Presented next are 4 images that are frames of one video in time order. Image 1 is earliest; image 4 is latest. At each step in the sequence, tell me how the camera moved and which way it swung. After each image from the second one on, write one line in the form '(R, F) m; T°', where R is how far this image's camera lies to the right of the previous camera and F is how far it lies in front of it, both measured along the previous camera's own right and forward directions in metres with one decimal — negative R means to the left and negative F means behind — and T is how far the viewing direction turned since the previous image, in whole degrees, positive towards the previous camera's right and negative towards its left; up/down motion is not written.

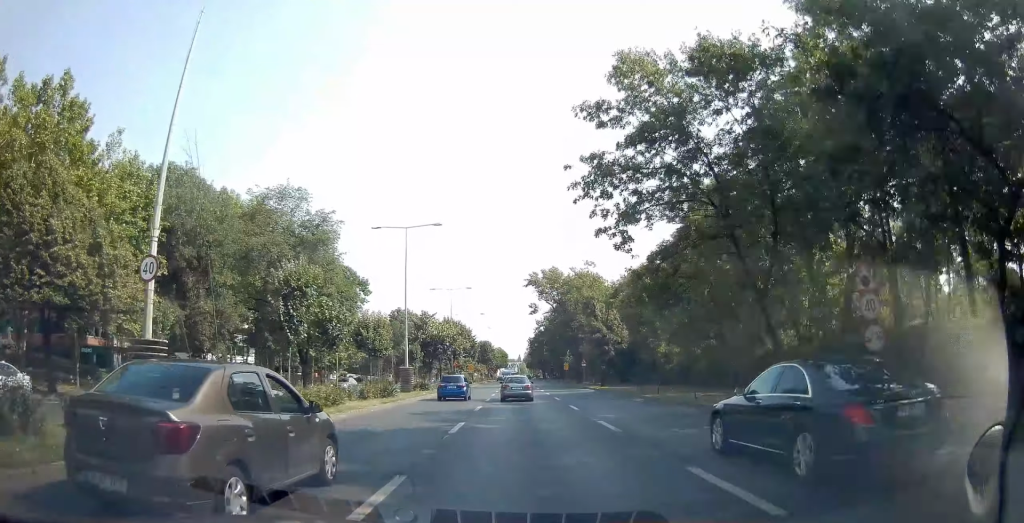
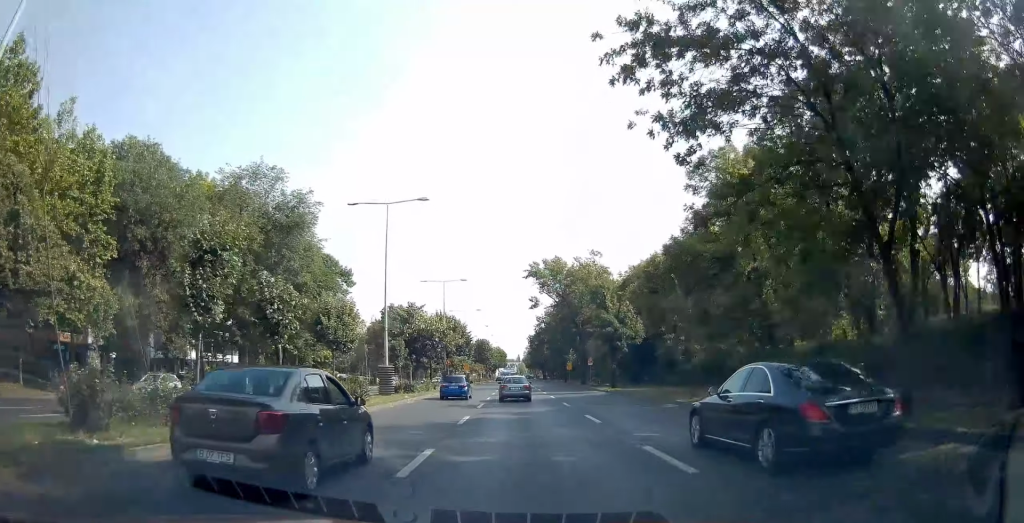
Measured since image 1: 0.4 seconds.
(0.0, +6.3) m; 0°
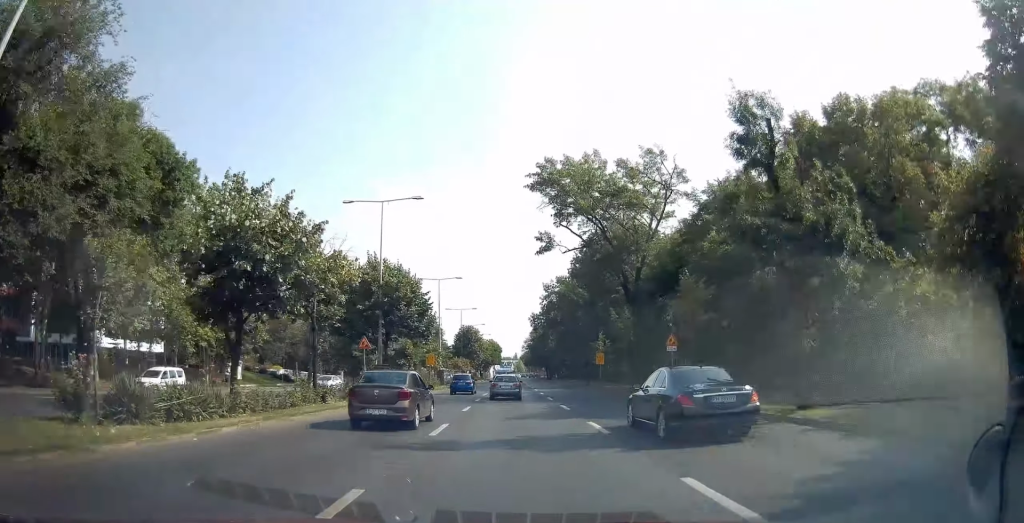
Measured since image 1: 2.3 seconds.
(0.0, +30.5) m; -1°
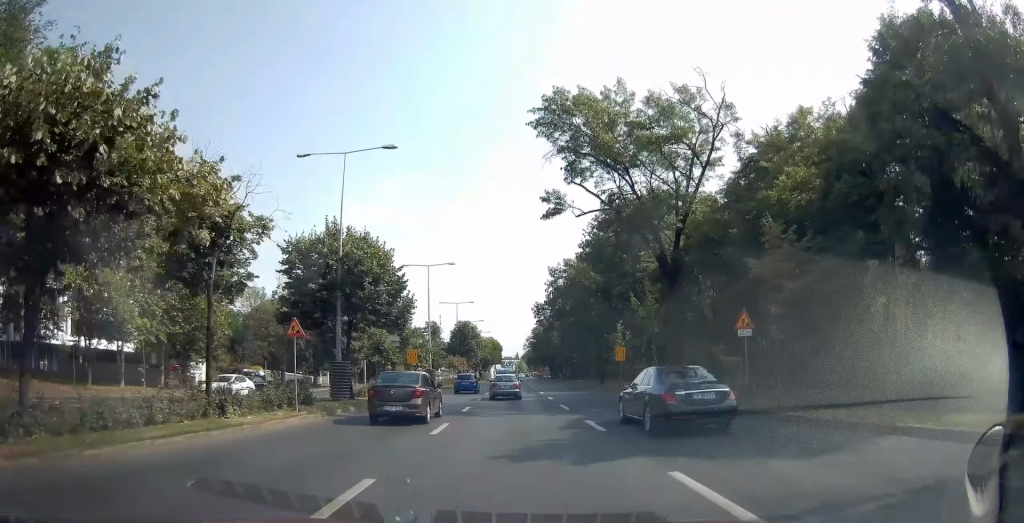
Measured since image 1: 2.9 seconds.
(-0.1, +8.7) m; 0°
